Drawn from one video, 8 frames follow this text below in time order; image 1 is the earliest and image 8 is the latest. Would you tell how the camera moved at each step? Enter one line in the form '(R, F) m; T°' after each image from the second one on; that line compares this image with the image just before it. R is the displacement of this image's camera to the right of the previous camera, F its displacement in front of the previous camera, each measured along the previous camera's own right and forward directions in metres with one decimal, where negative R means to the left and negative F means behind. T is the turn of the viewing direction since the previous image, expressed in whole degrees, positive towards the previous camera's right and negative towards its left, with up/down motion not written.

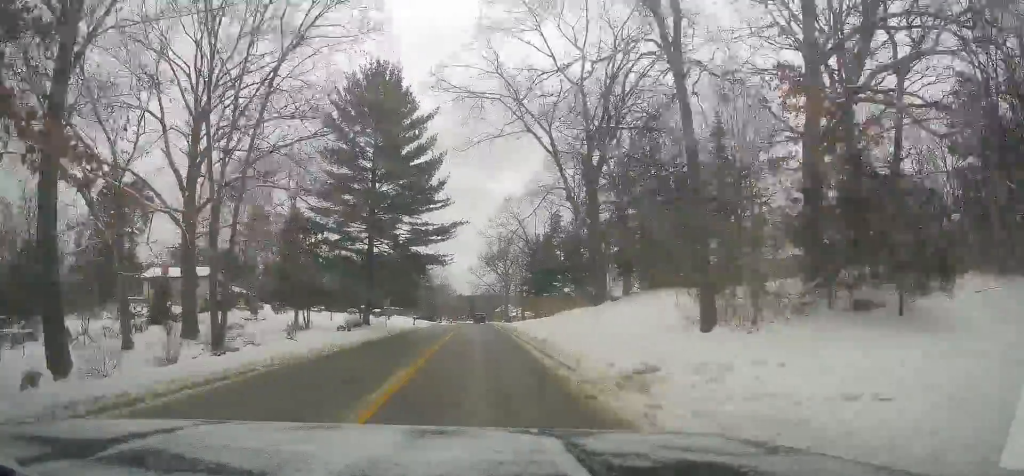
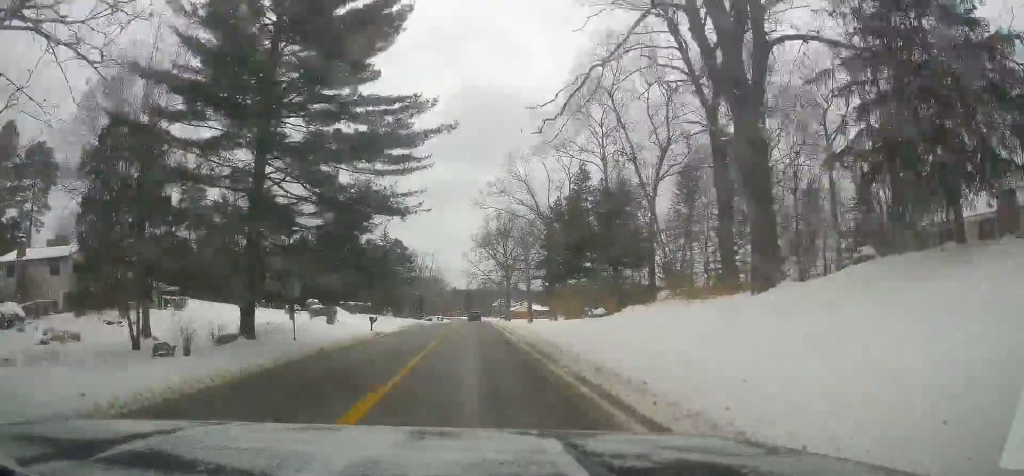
(-1.0, +23.8) m; -1°
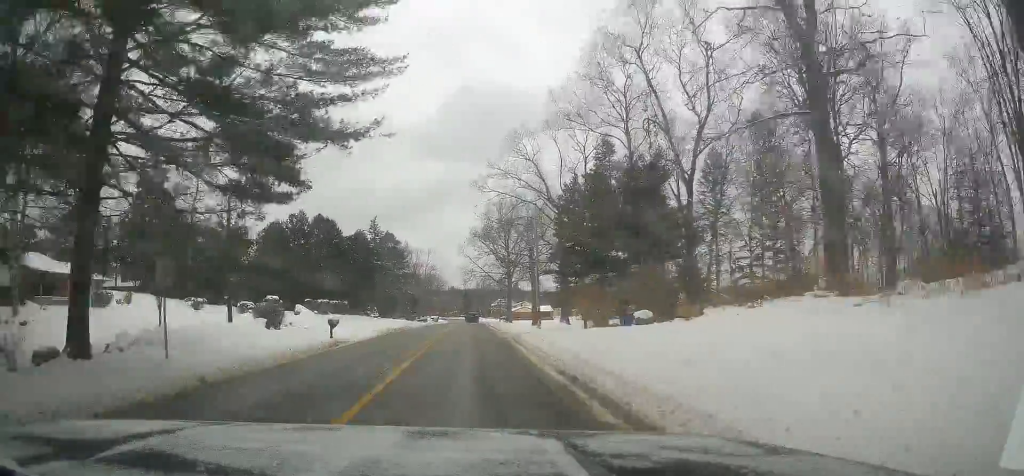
(+0.2, +10.8) m; +1°
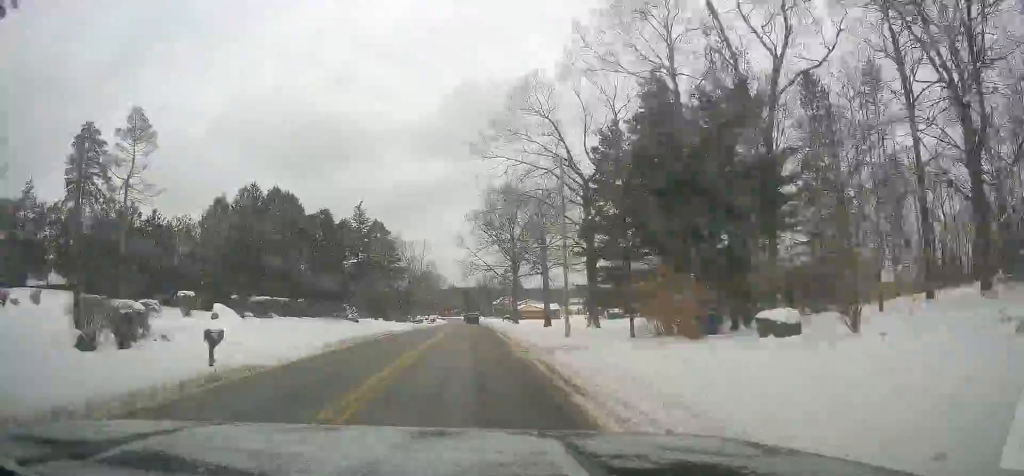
(+0.1, +14.0) m; +1°
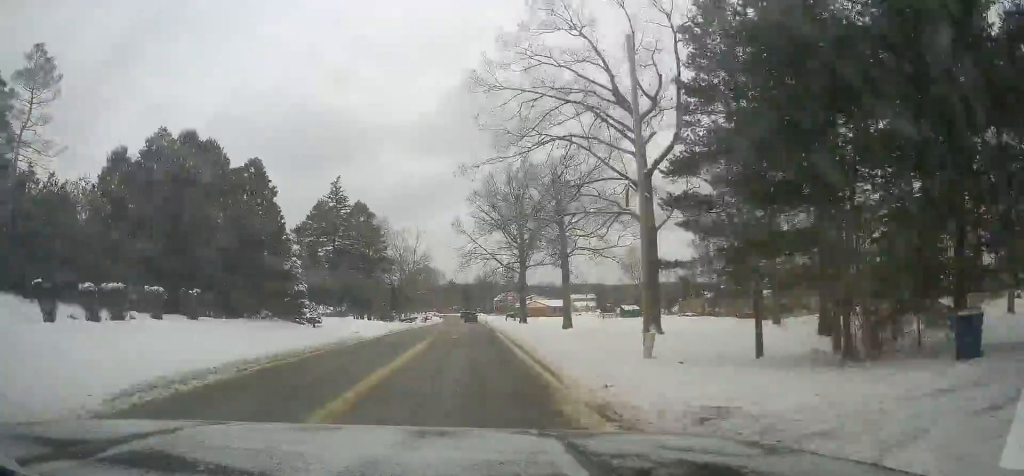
(0.0, +15.6) m; +2°
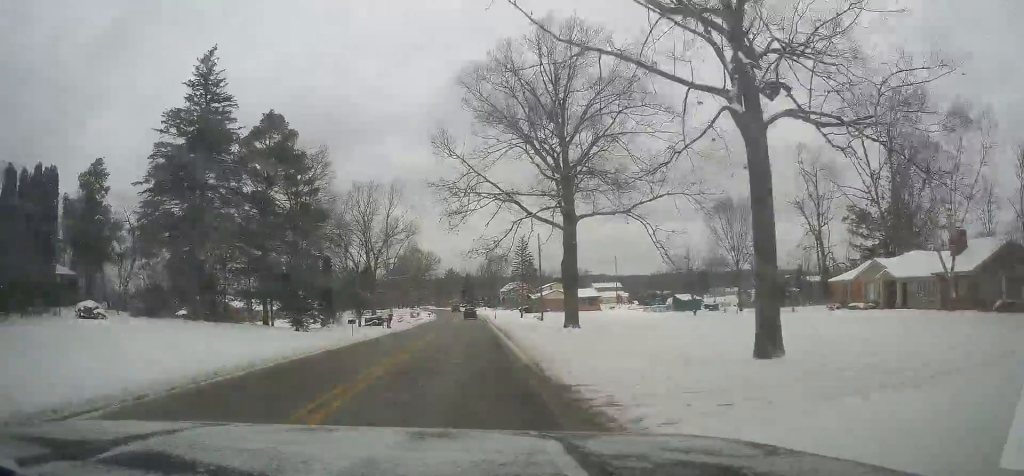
(+0.4, +40.2) m; -1°
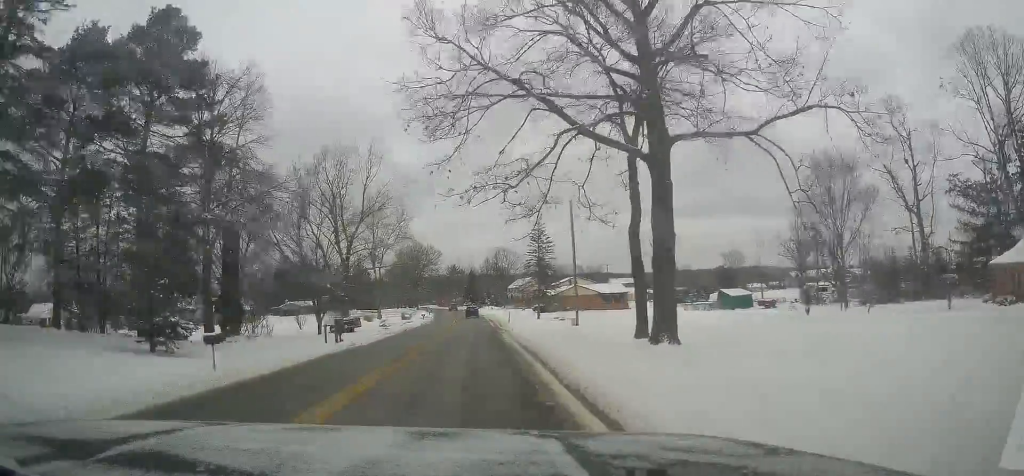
(-0.4, +20.4) m; -1°
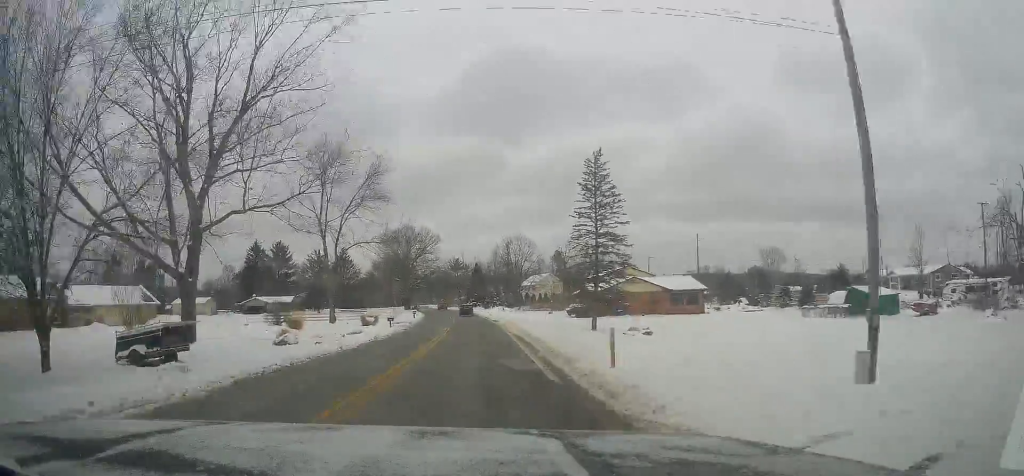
(+0.6, +35.5) m; +1°
